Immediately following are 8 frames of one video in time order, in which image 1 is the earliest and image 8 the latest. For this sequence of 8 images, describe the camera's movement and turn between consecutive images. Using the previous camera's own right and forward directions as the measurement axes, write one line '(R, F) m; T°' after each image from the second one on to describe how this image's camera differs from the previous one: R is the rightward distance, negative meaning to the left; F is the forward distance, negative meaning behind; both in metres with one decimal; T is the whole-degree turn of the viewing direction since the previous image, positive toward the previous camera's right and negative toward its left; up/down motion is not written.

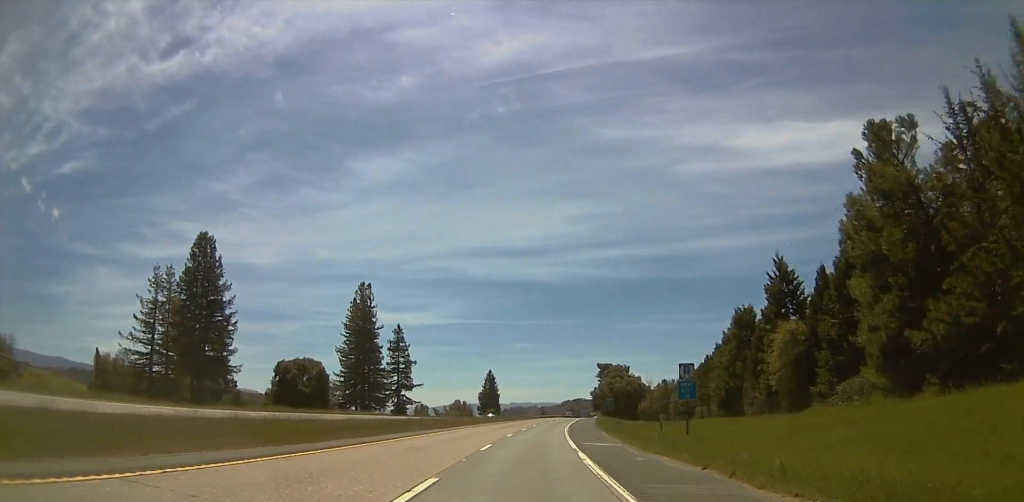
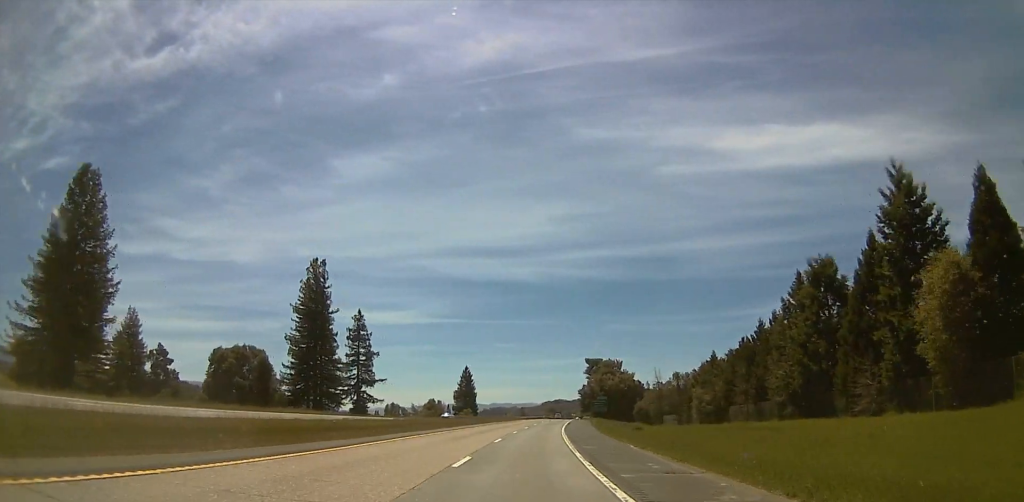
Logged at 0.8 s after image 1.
(+1.0, +25.5) m; +2°
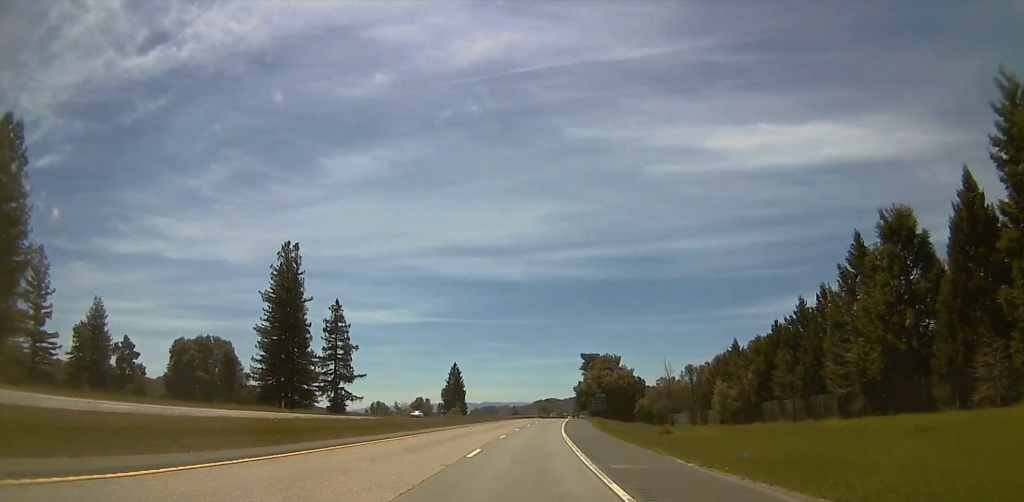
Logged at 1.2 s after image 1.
(+0.1, +13.6) m; 0°
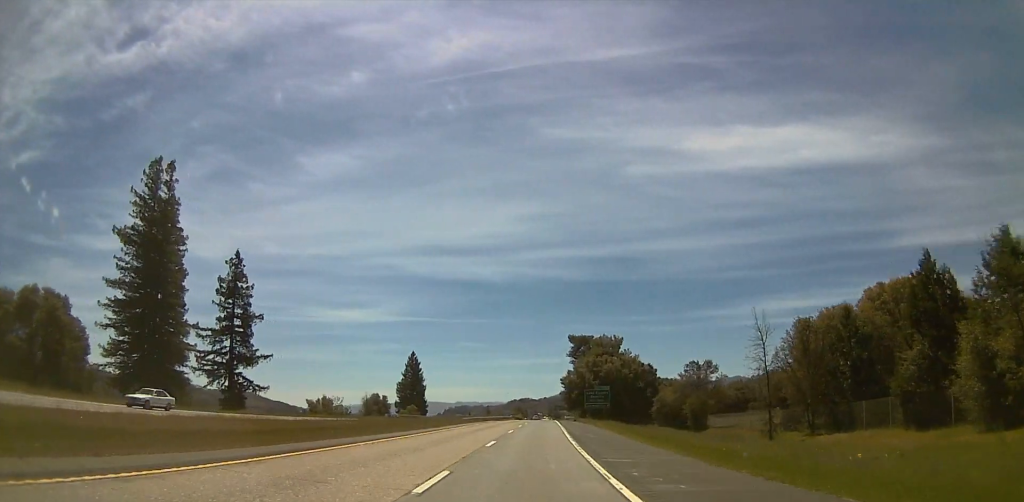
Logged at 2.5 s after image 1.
(0.0, +47.6) m; 0°
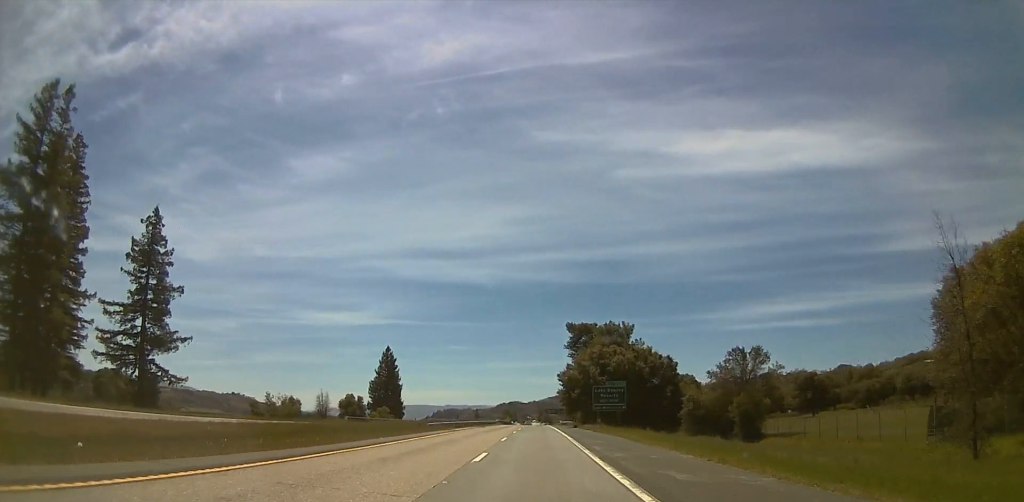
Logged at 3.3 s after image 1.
(0.0, +25.3) m; 0°
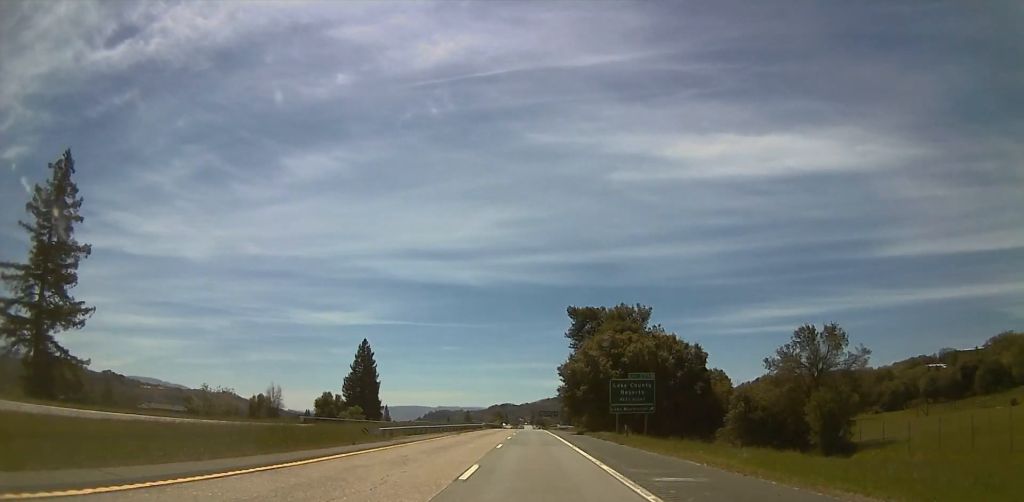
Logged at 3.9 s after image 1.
(-0.2, +21.5) m; +1°
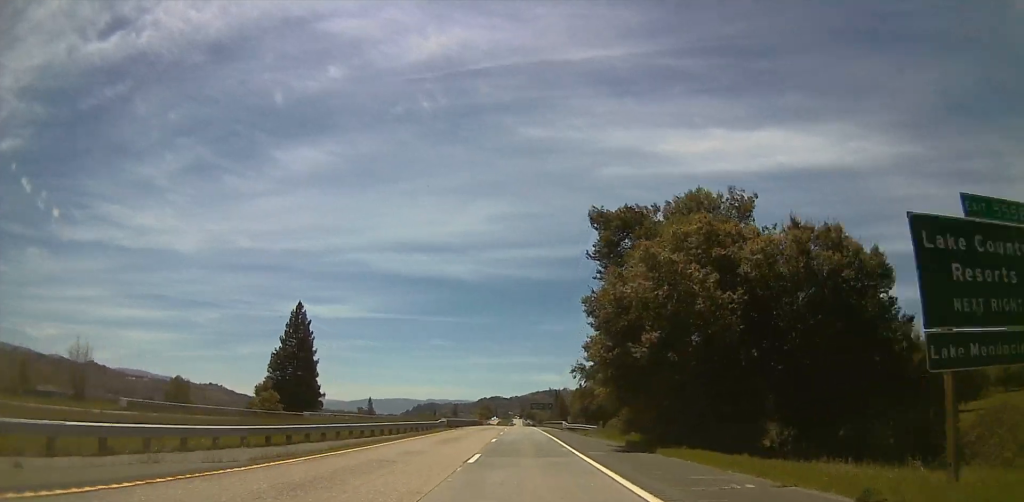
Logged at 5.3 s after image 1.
(+1.5, +44.3) m; +3°
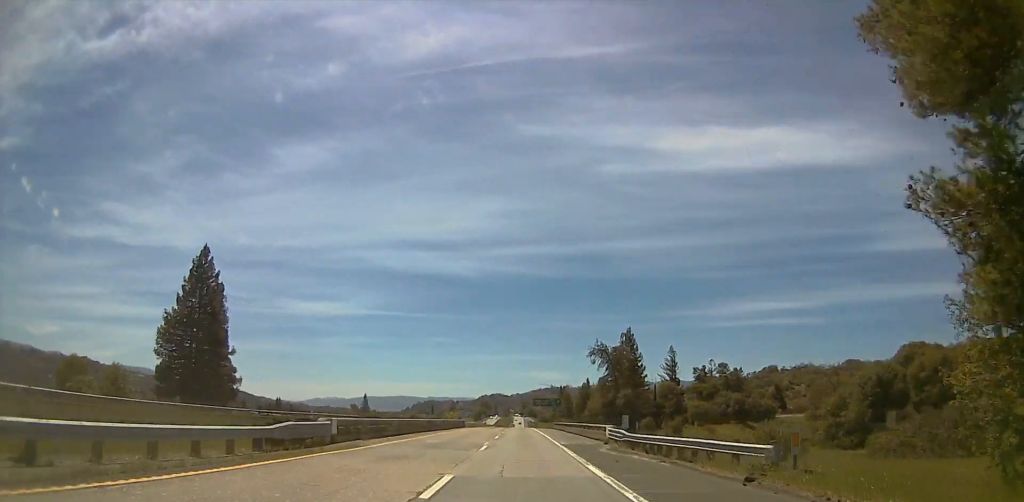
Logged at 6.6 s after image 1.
(+0.5, +38.5) m; 0°
